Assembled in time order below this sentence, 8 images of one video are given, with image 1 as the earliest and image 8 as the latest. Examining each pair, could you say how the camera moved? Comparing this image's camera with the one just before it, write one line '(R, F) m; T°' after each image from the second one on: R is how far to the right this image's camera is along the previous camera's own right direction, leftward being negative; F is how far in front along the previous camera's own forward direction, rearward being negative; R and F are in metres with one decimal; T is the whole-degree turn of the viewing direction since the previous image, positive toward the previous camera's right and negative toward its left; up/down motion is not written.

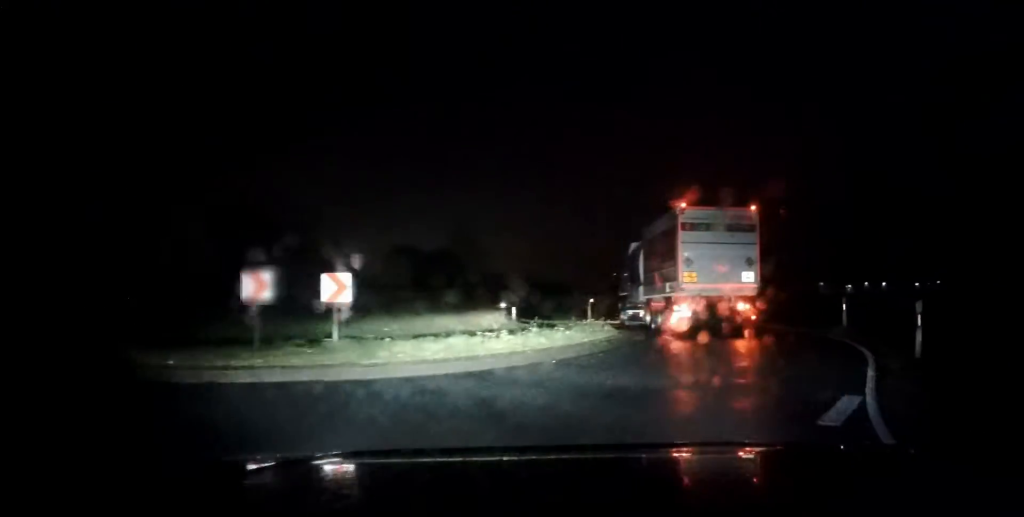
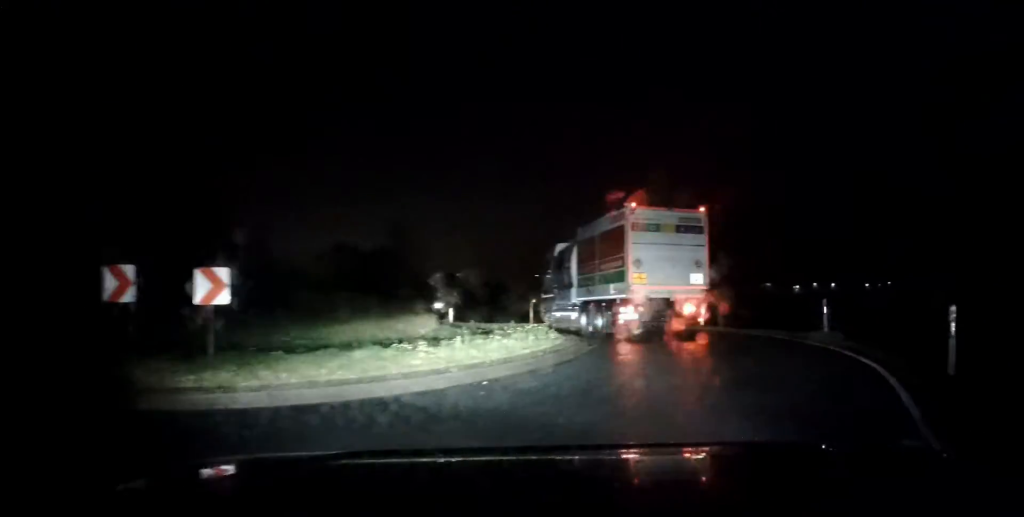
(+0.1, +2.3) m; +6°
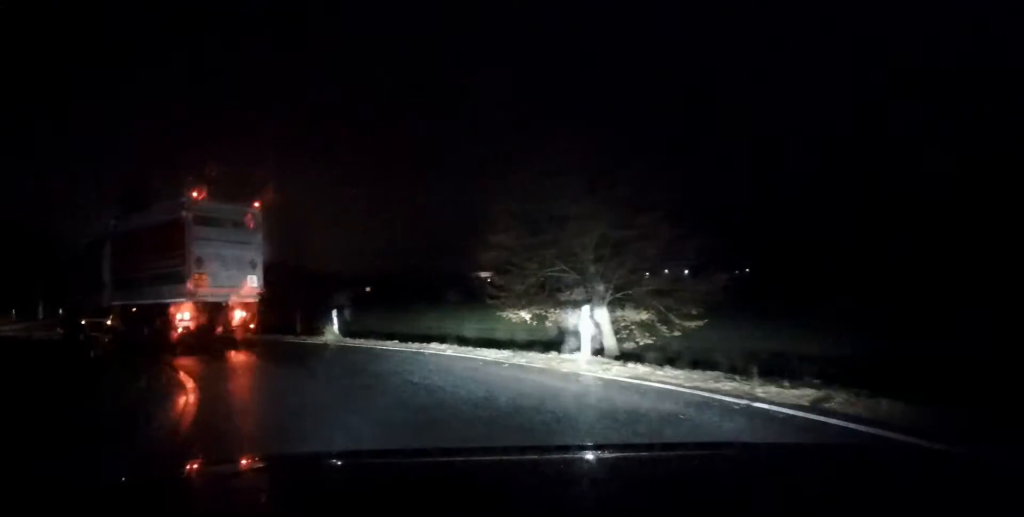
(-0.3, +13.5) m; -13°
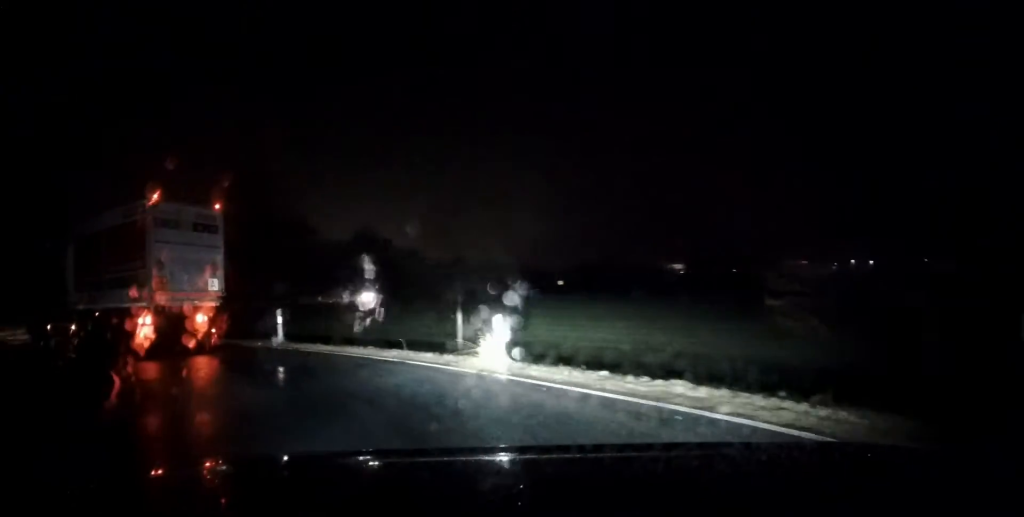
(-1.2, +6.4) m; -22°
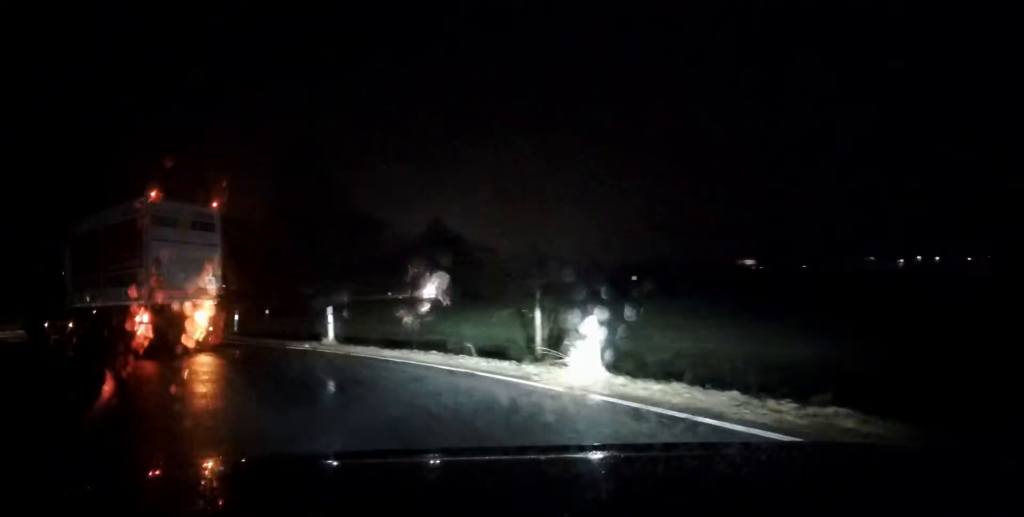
(-0.2, +2.0) m; -8°
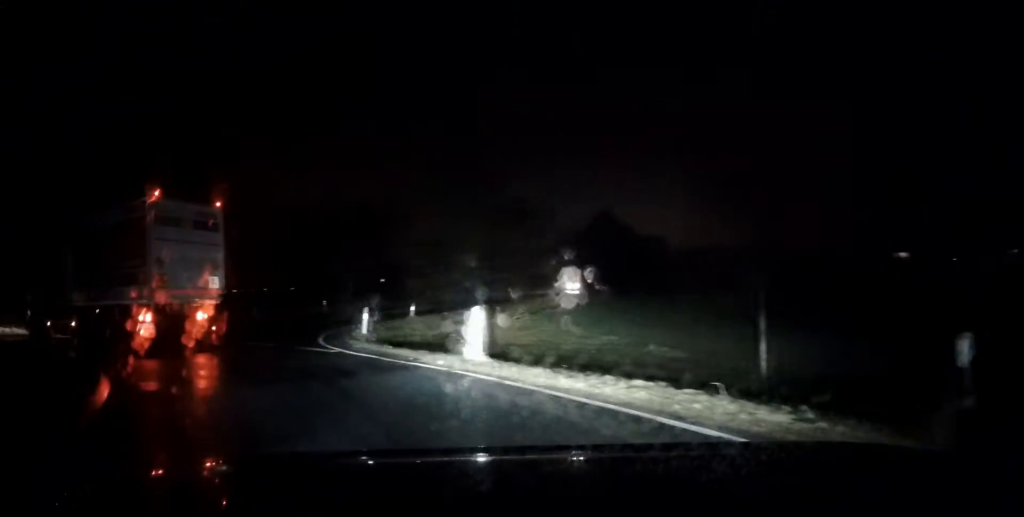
(-0.7, +4.3) m; -20°
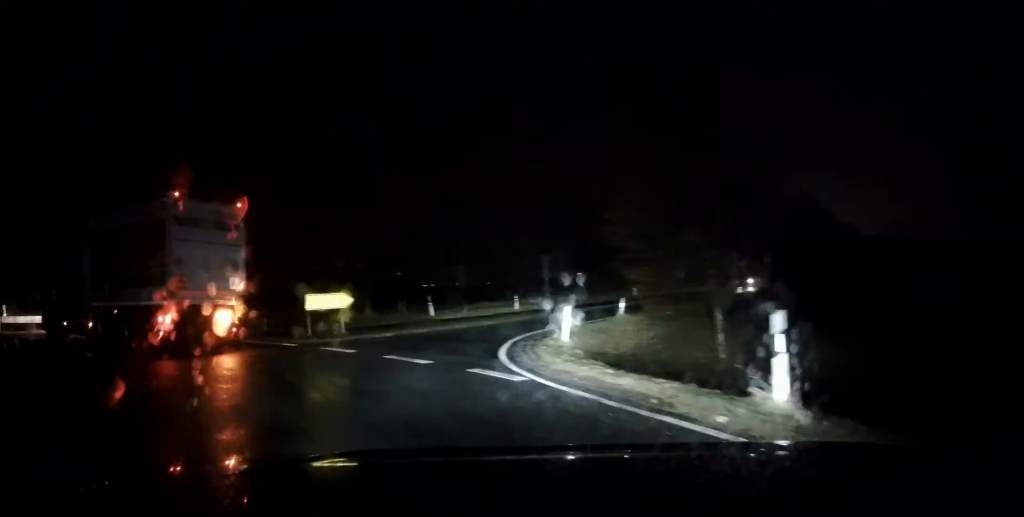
(-1.0, +4.9) m; -19°
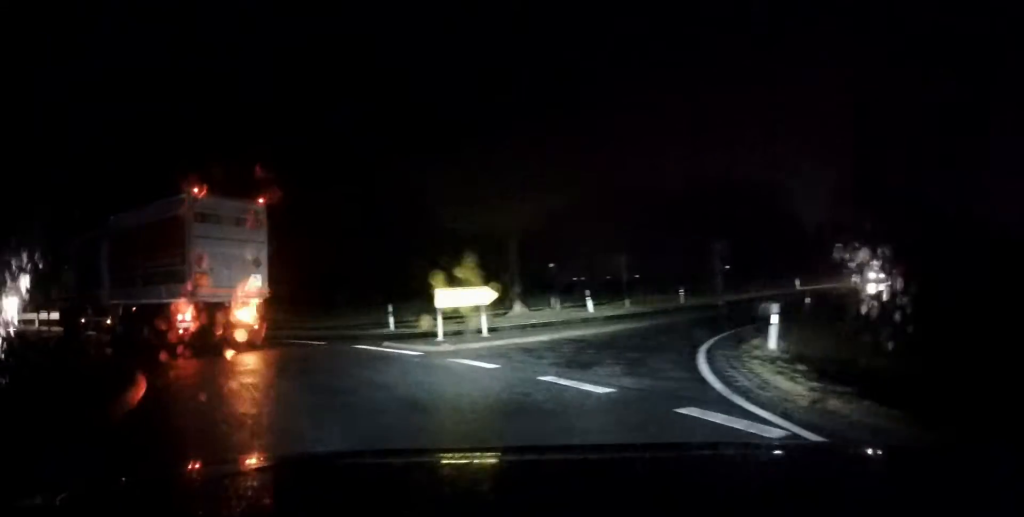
(-0.4, +3.8) m; -13°
